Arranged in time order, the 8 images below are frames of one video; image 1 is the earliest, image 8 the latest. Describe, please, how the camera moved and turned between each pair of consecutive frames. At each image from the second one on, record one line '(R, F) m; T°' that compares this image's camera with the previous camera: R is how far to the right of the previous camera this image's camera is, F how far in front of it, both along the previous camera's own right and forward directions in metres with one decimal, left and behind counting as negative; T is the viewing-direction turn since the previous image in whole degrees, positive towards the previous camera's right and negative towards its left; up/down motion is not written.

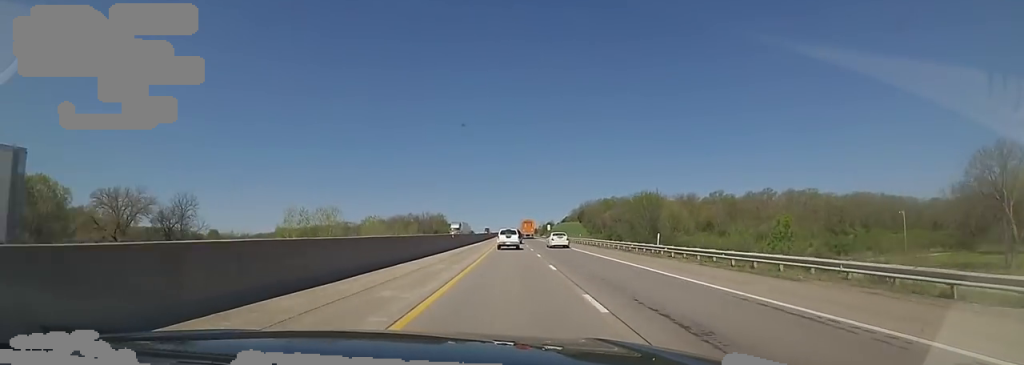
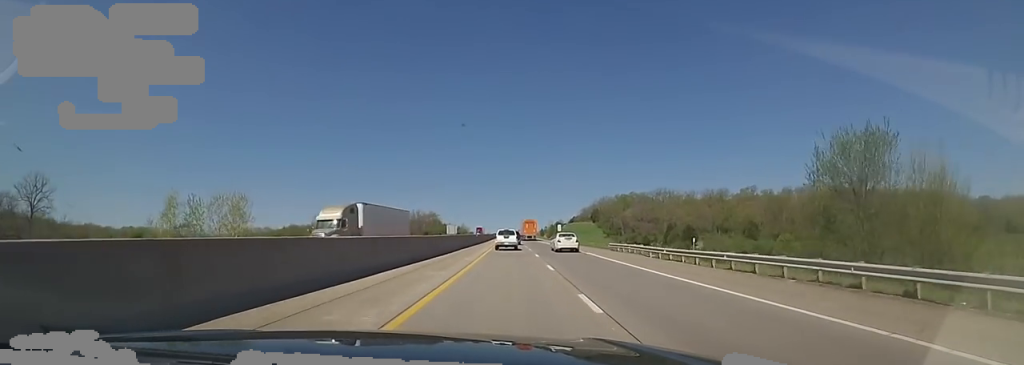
(-0.6, +39.3) m; -1°
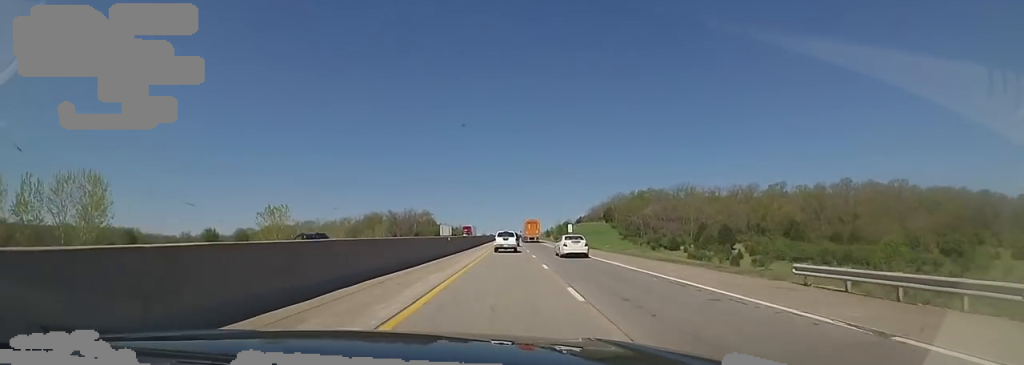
(0.0, +28.0) m; +2°
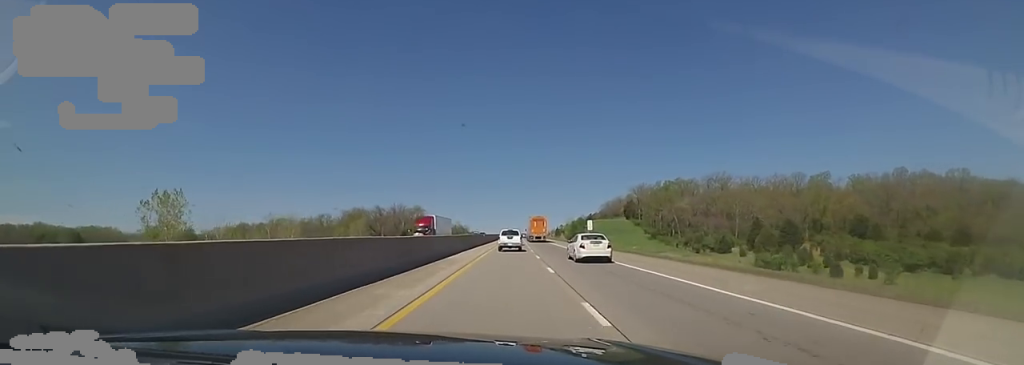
(+1.0, +32.5) m; +1°
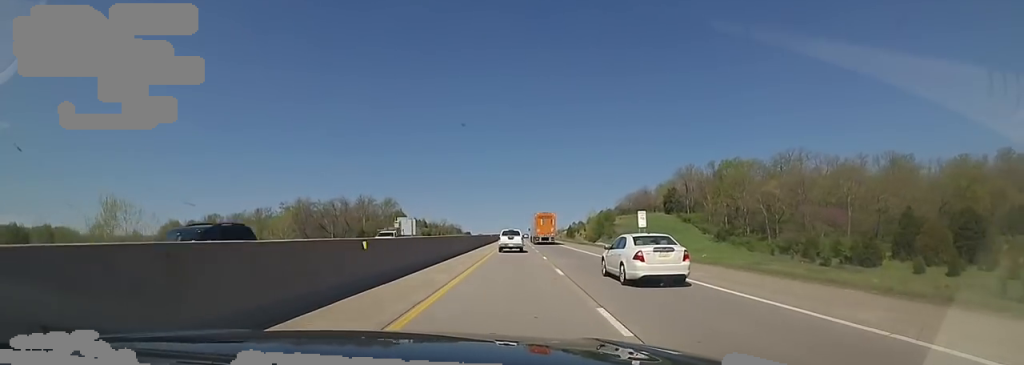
(-1.2, +50.1) m; -3°
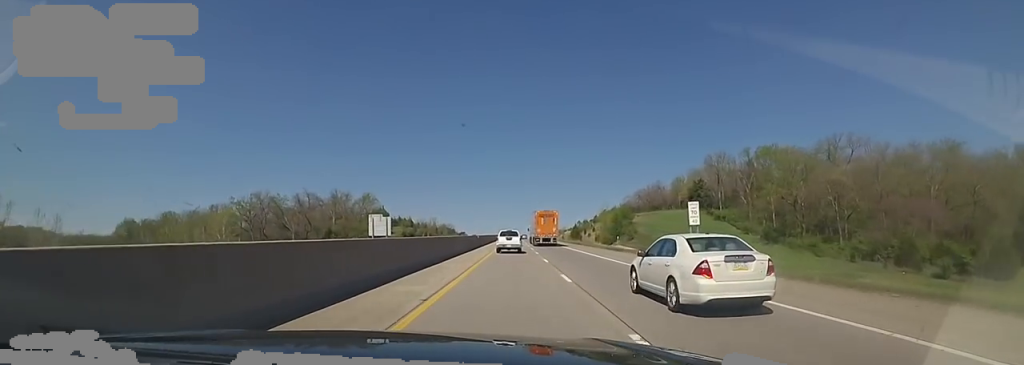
(0.0, +22.0) m; 0°
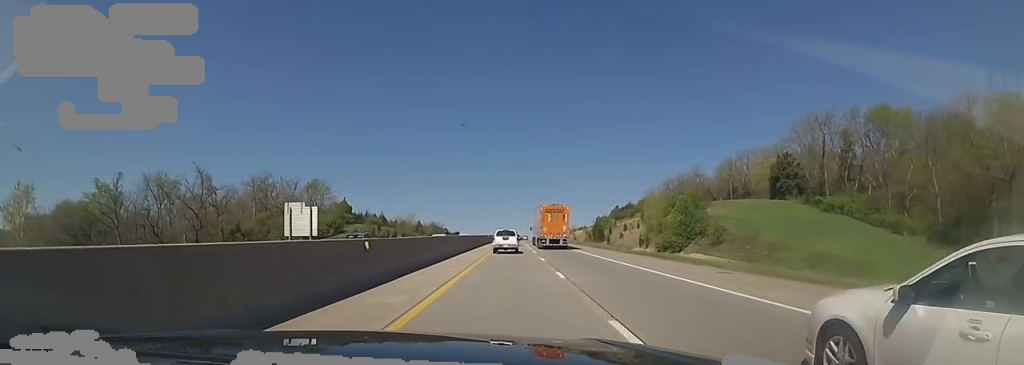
(-0.1, +38.3) m; 0°
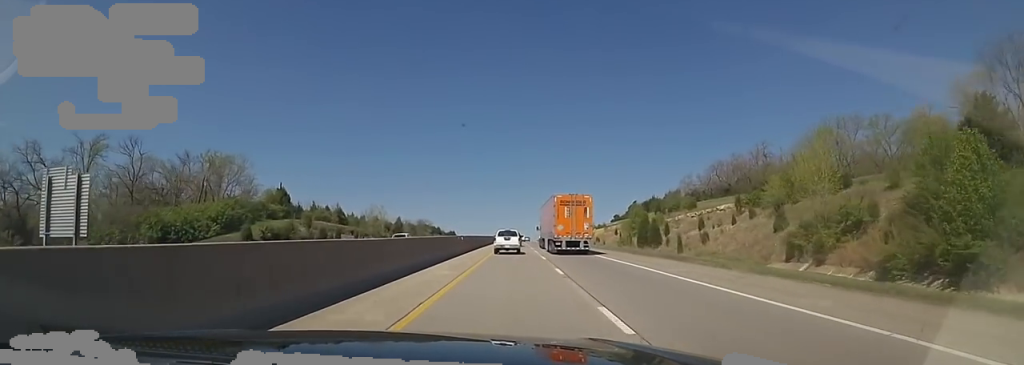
(+0.1, +38.1) m; 0°
